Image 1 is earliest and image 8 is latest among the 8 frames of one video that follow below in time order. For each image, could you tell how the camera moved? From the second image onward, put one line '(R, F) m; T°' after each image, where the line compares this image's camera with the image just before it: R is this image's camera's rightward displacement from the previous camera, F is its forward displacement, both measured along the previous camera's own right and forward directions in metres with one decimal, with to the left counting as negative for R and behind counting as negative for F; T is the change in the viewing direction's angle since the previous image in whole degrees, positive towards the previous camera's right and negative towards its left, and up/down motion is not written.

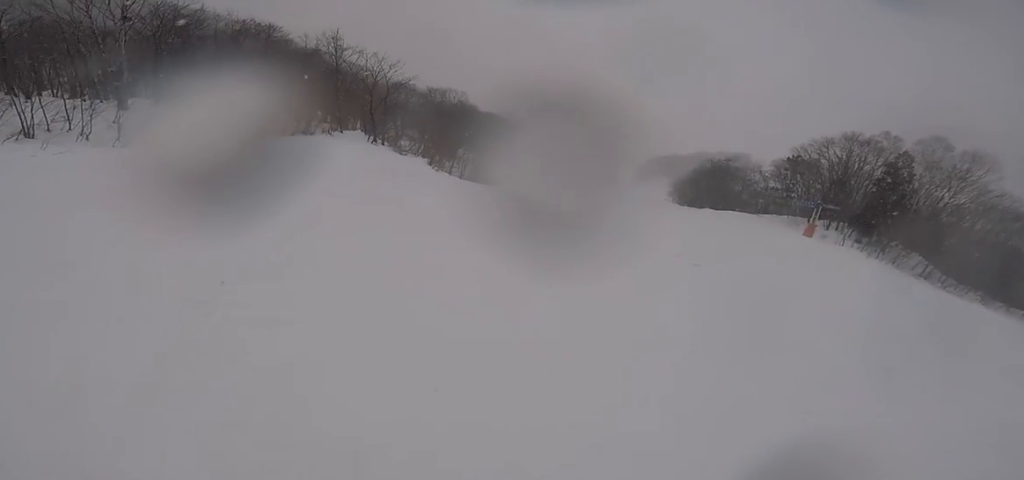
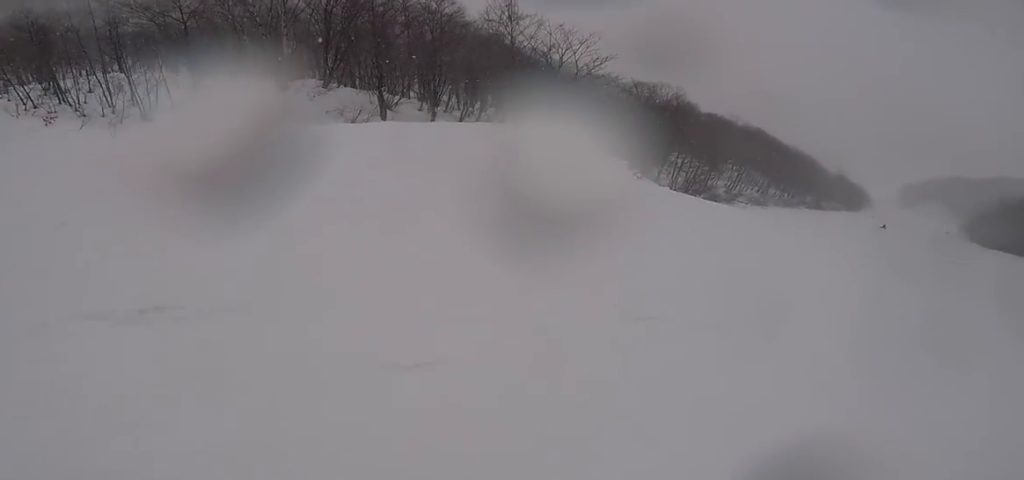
(-2.6, +8.5) m; -31°
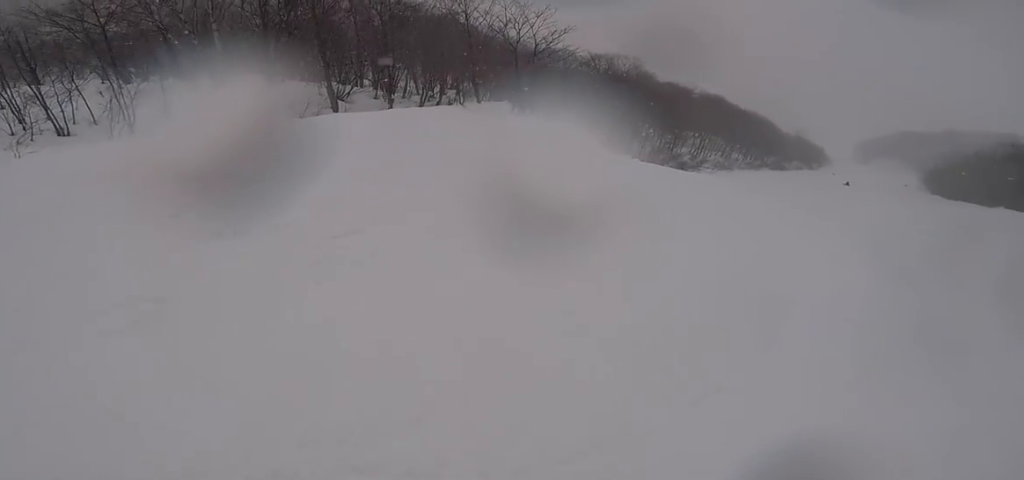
(-0.2, +1.7) m; +4°
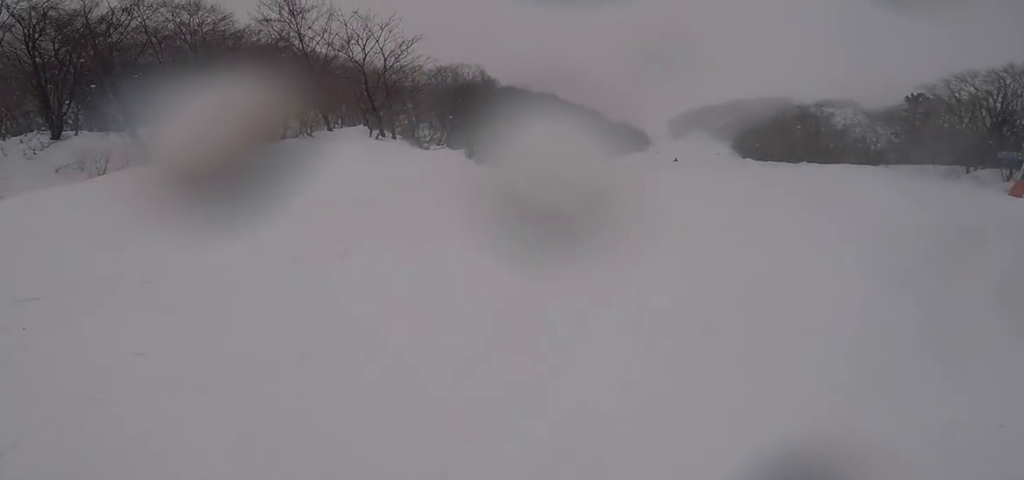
(+1.2, +3.5) m; +26°
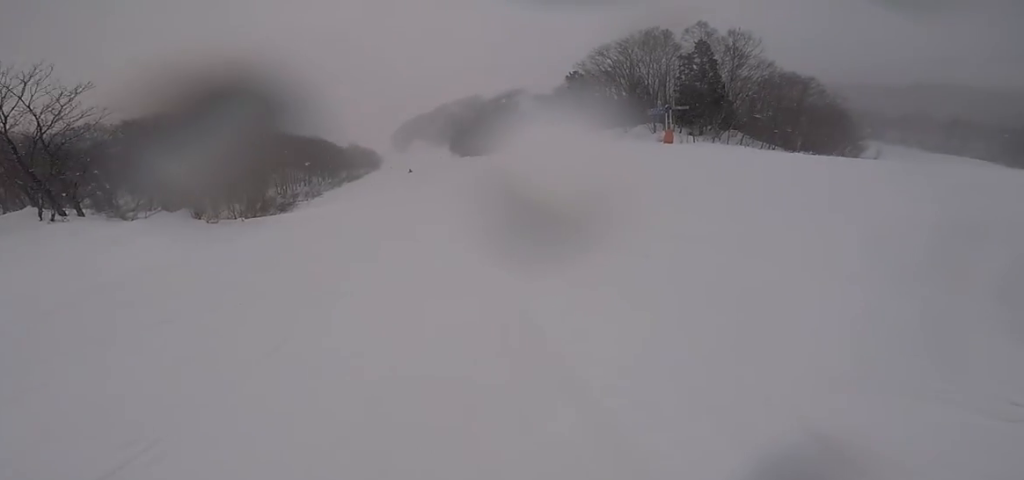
(-0.1, +3.3) m; +24°
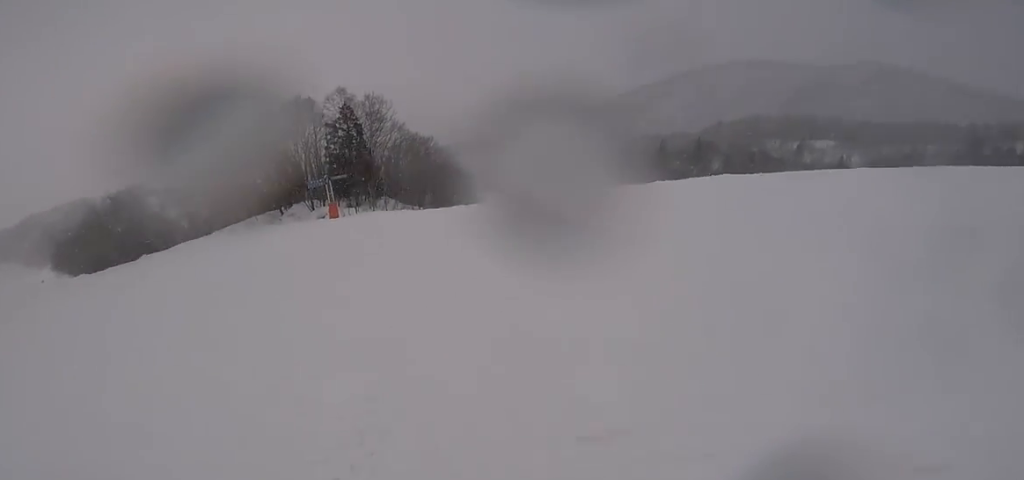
(+2.4, +5.7) m; +24°
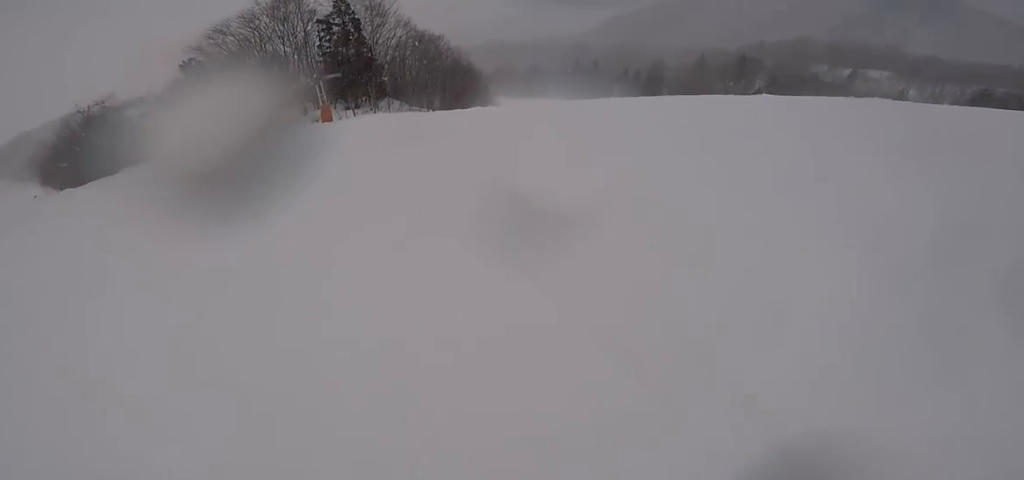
(0.0, +4.7) m; -2°
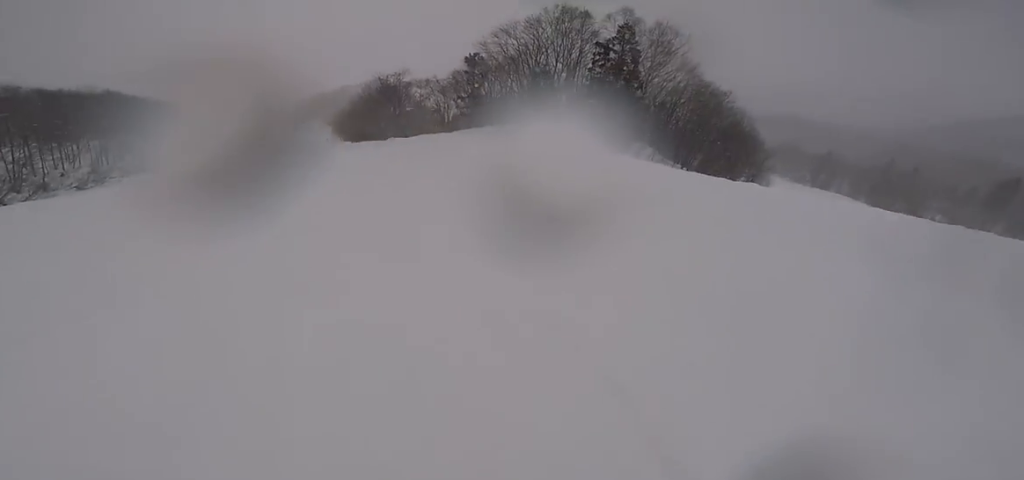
(+0.1, +3.3) m; -5°
